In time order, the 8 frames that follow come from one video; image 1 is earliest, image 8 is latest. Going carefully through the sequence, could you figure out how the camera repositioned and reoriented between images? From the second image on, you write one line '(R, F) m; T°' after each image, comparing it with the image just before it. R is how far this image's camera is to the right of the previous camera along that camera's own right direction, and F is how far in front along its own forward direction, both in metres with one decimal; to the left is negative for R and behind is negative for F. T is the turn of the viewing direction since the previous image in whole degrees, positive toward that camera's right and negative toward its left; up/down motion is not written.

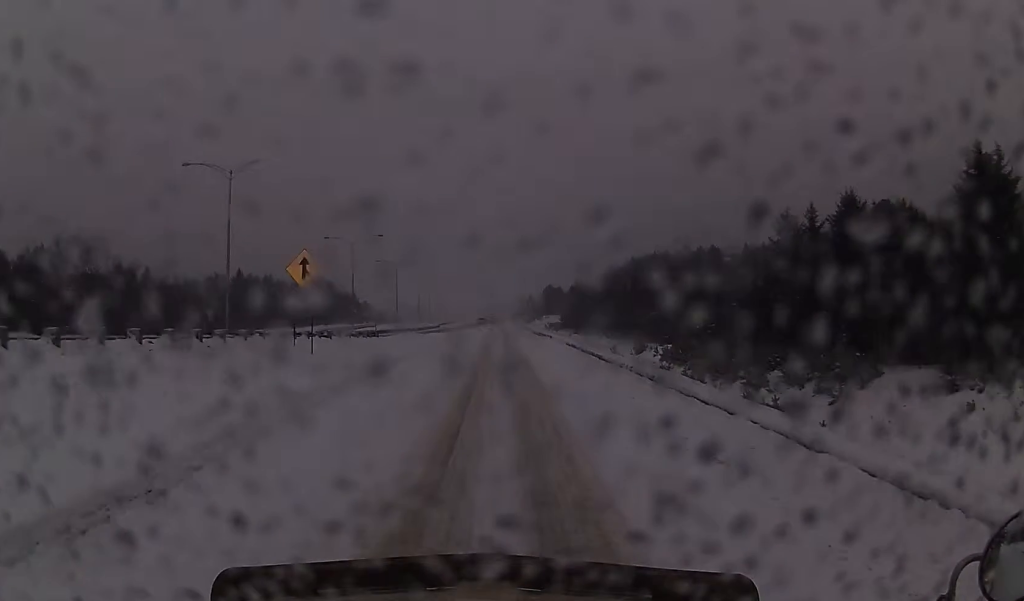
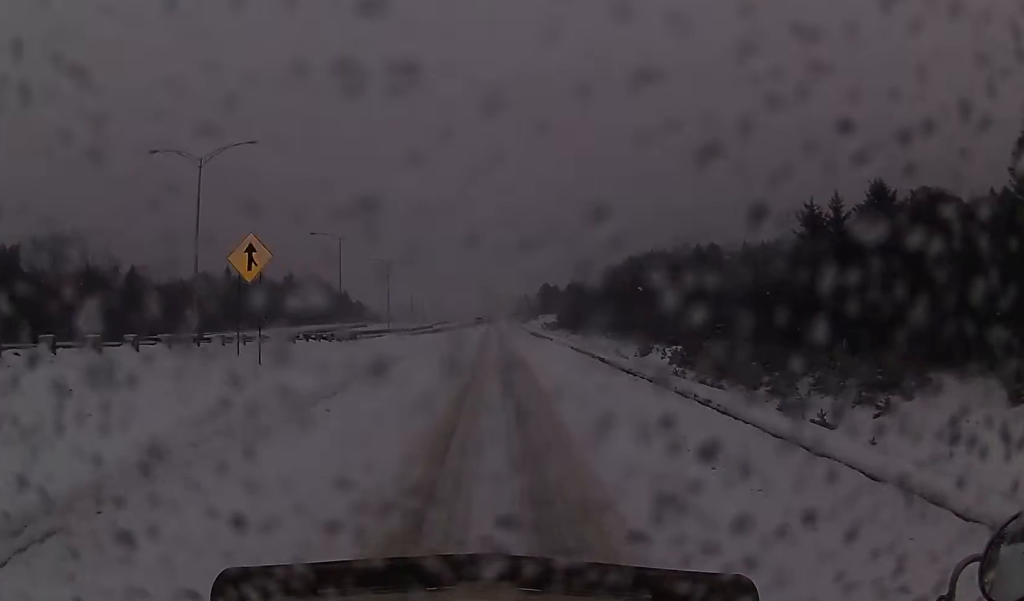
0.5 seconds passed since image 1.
(0.0, +6.2) m; 0°
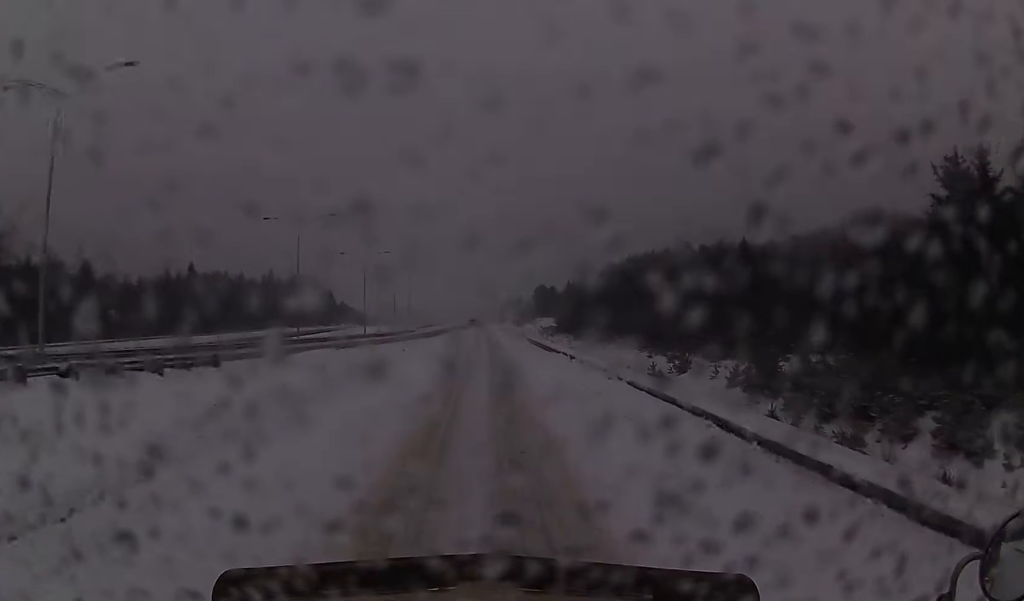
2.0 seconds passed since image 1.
(-0.3, +20.8) m; -1°
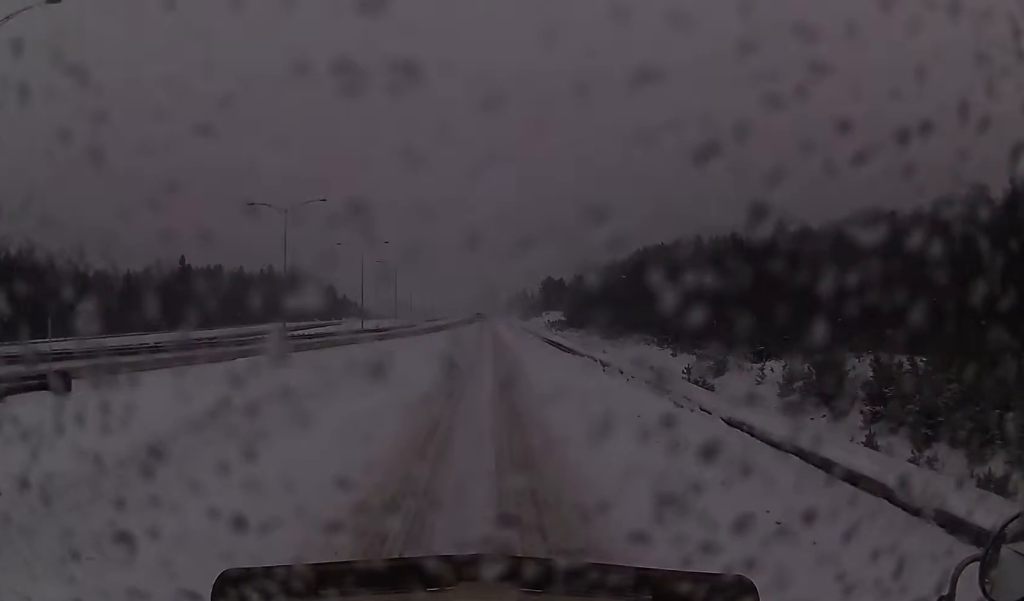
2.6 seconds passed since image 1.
(+0.1, +8.9) m; +1°
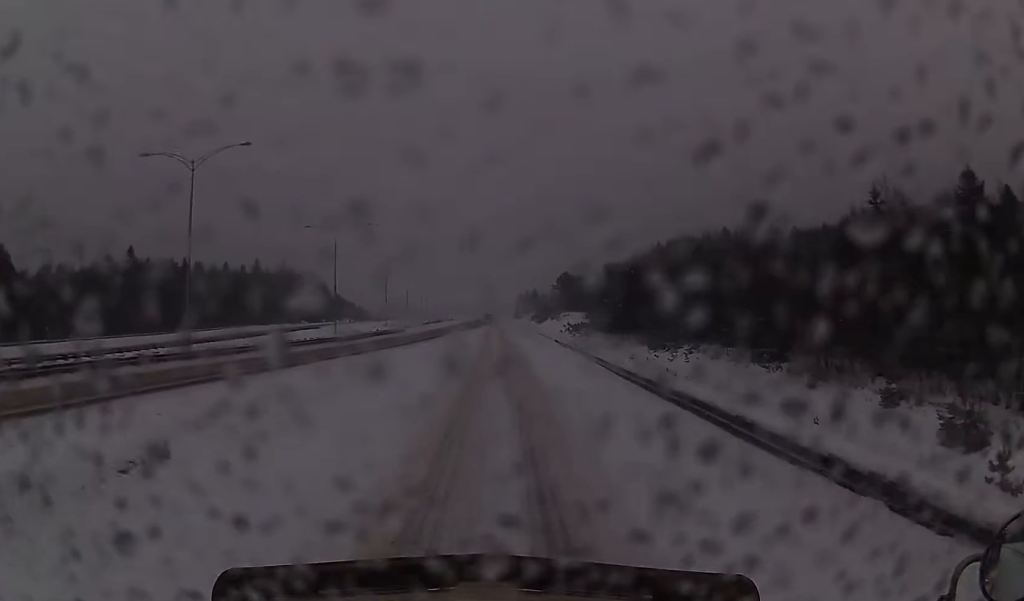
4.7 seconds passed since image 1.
(+0.4, +30.5) m; 0°
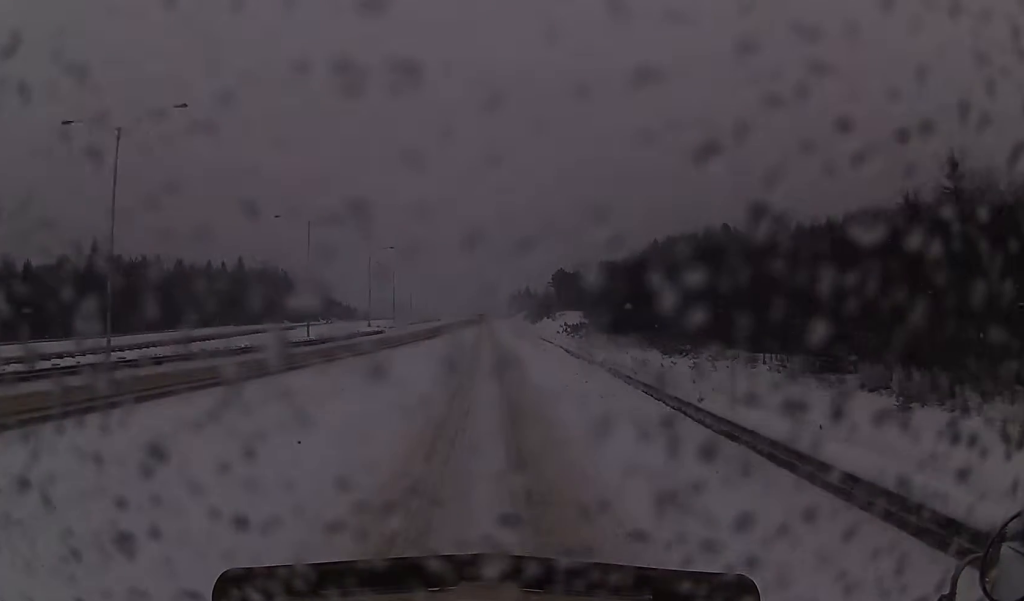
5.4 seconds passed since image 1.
(-0.1, +11.3) m; -1°
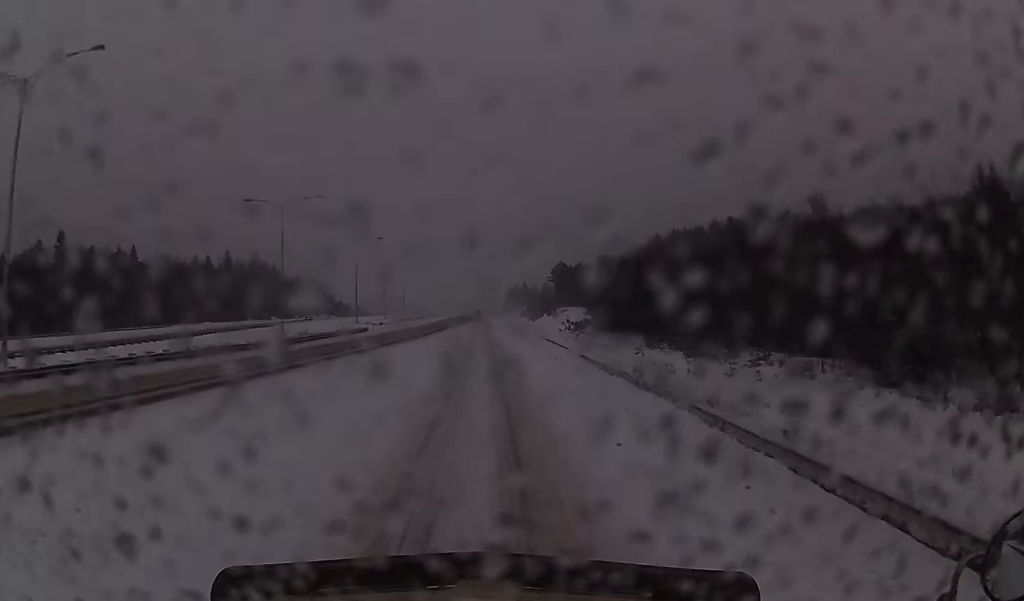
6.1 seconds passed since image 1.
(-0.1, +11.0) m; 0°
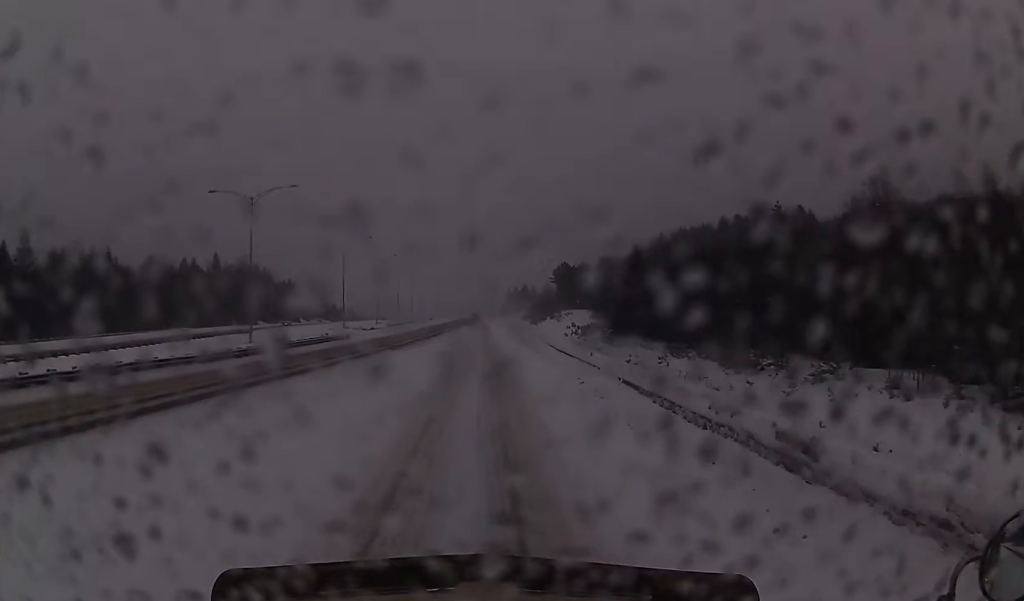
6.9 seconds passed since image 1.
(+0.1, +11.7) m; +1°
